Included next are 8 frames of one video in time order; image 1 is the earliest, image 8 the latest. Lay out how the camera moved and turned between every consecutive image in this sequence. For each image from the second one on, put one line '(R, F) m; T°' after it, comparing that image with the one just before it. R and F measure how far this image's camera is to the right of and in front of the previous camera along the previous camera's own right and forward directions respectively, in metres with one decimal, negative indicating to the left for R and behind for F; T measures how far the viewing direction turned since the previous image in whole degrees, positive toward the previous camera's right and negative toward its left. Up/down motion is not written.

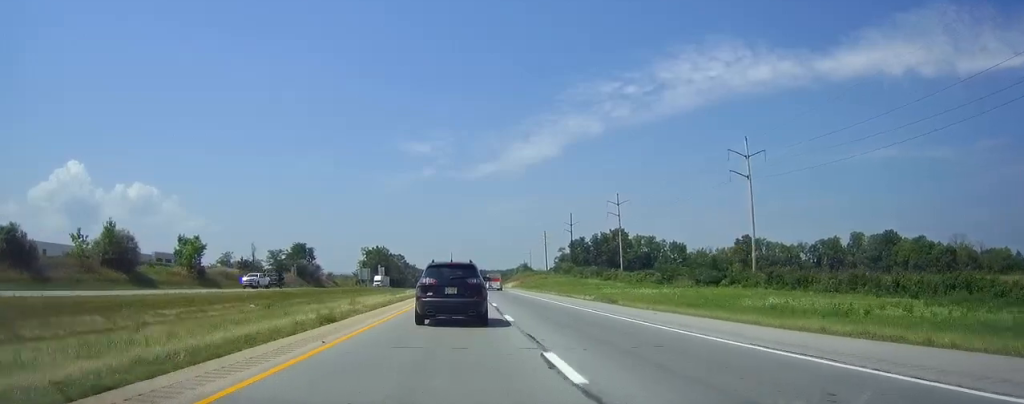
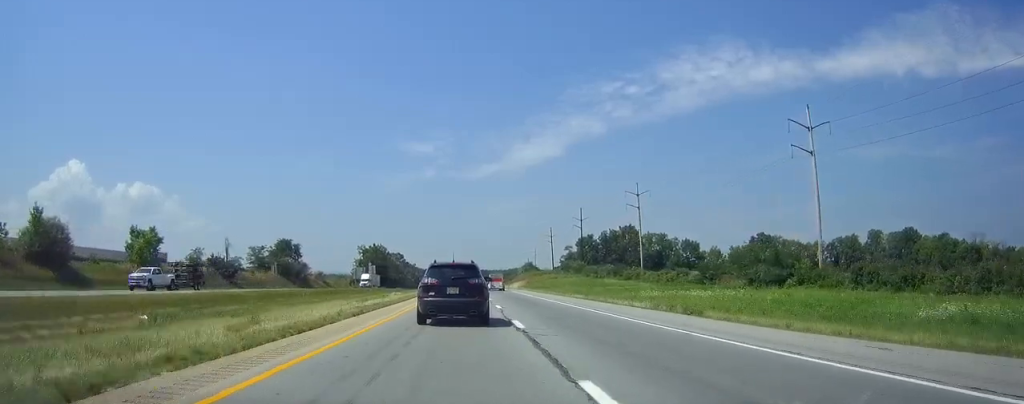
(0.0, +15.1) m; 0°
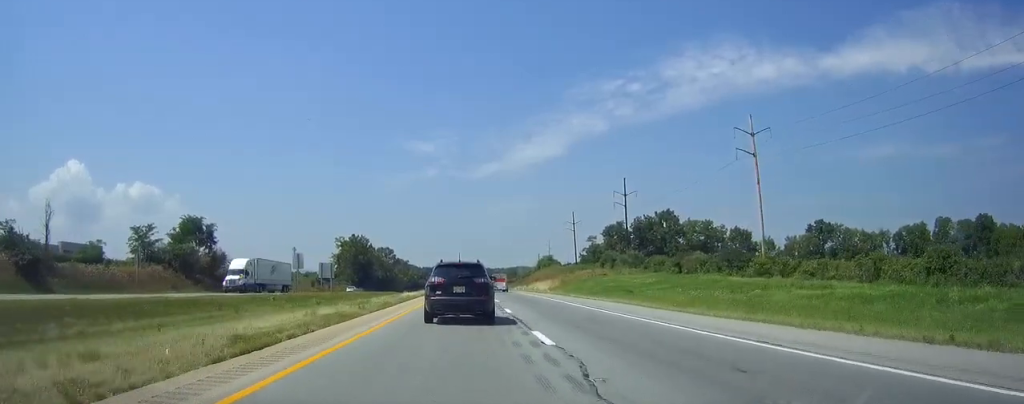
(-0.2, +52.9) m; 0°
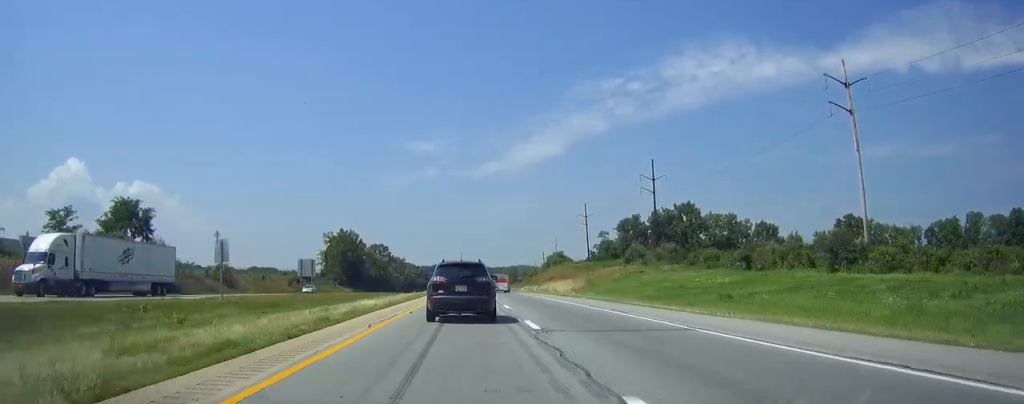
(0.0, +21.5) m; 0°
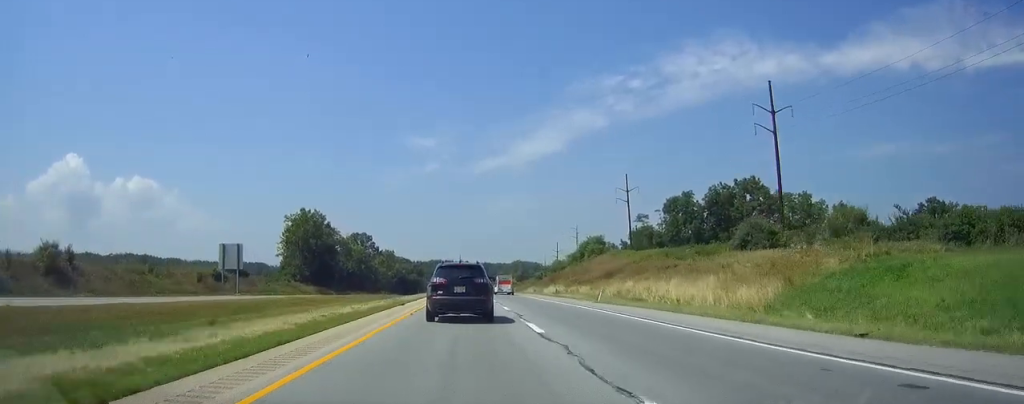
(0.0, +49.1) m; 0°
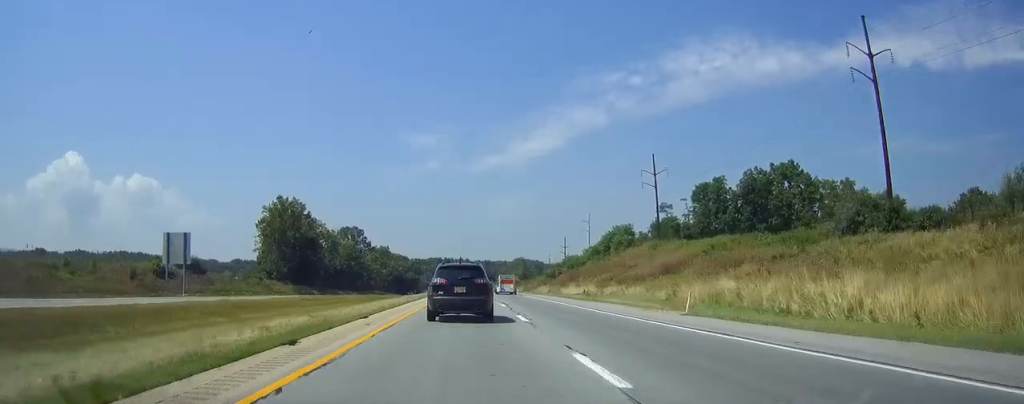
(+0.2, +20.5) m; 0°
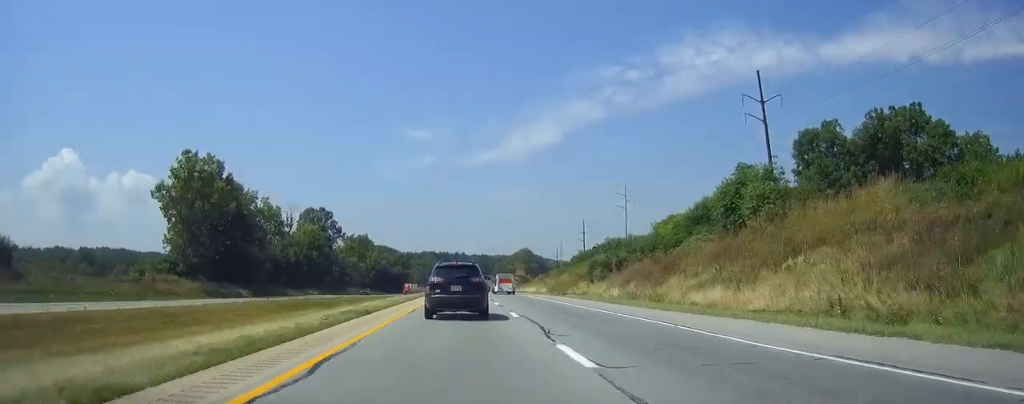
(+0.1, +47.0) m; 0°
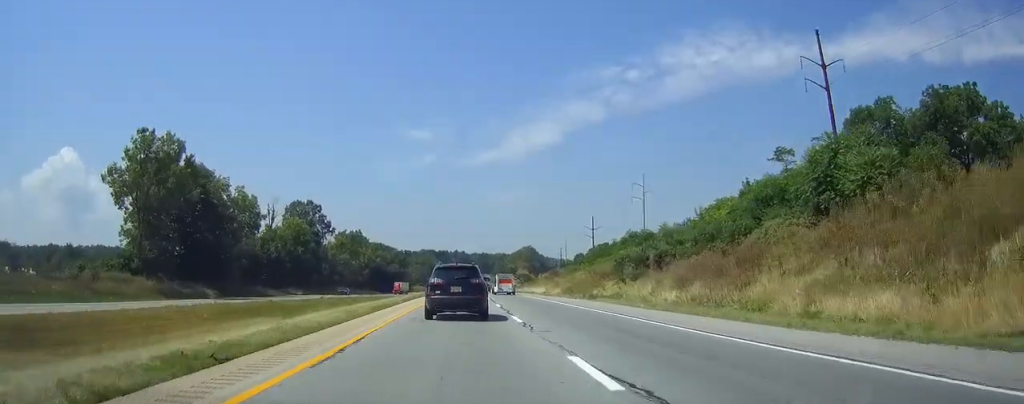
(0.0, +14.3) m; 0°
